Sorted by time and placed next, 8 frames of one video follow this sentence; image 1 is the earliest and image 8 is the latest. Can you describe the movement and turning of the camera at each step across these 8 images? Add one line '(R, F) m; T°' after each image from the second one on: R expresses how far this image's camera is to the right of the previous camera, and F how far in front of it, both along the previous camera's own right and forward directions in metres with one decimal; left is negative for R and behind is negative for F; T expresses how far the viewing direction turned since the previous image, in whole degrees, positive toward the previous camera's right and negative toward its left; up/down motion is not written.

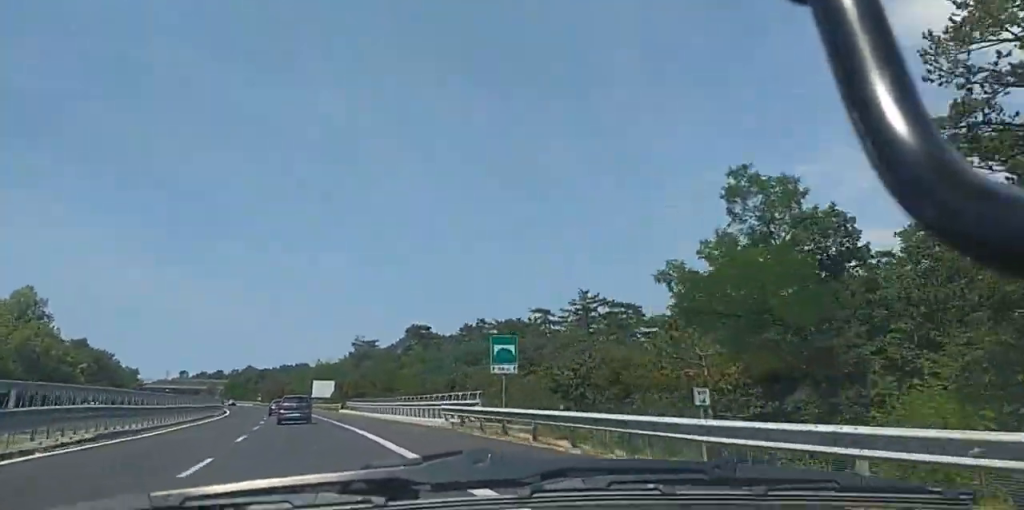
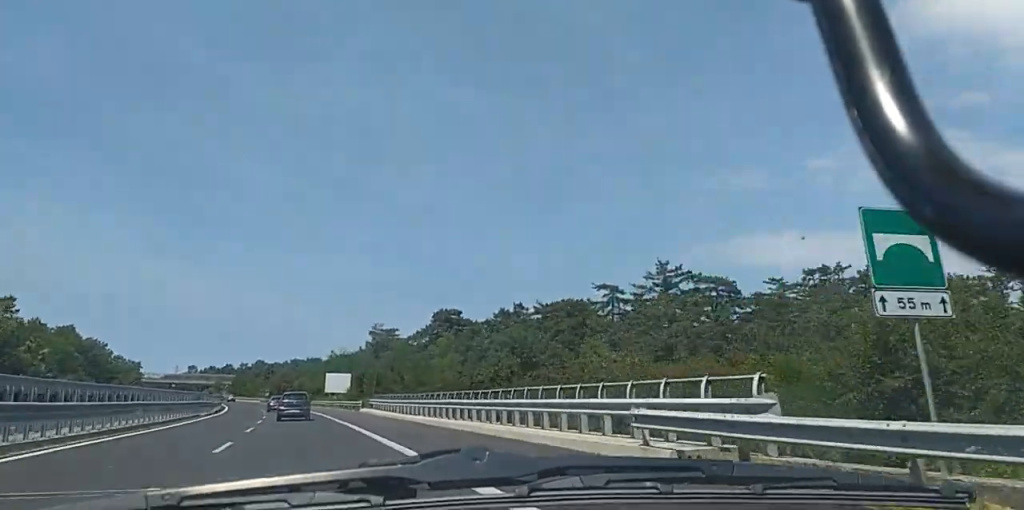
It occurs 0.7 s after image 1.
(-0.1, +19.6) m; -1°
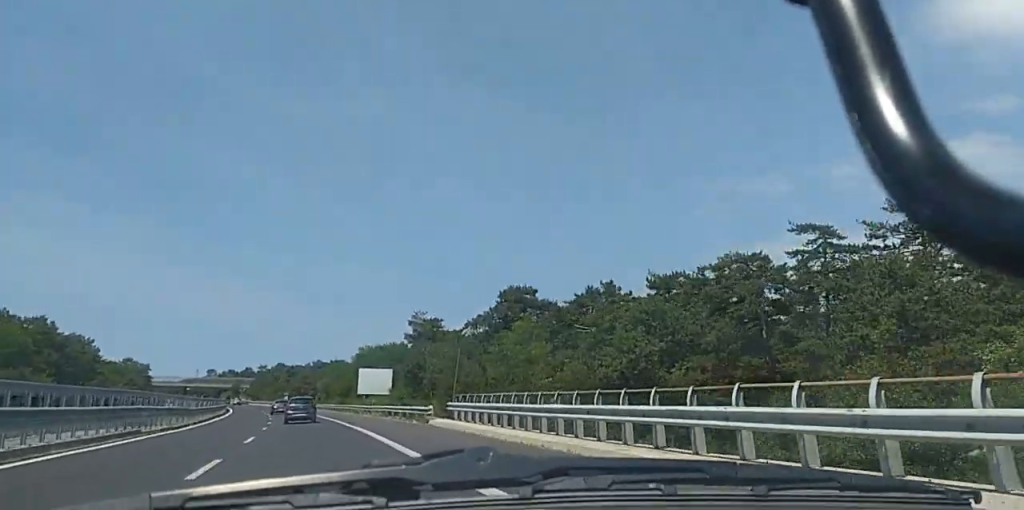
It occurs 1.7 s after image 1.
(-0.6, +30.7) m; -2°
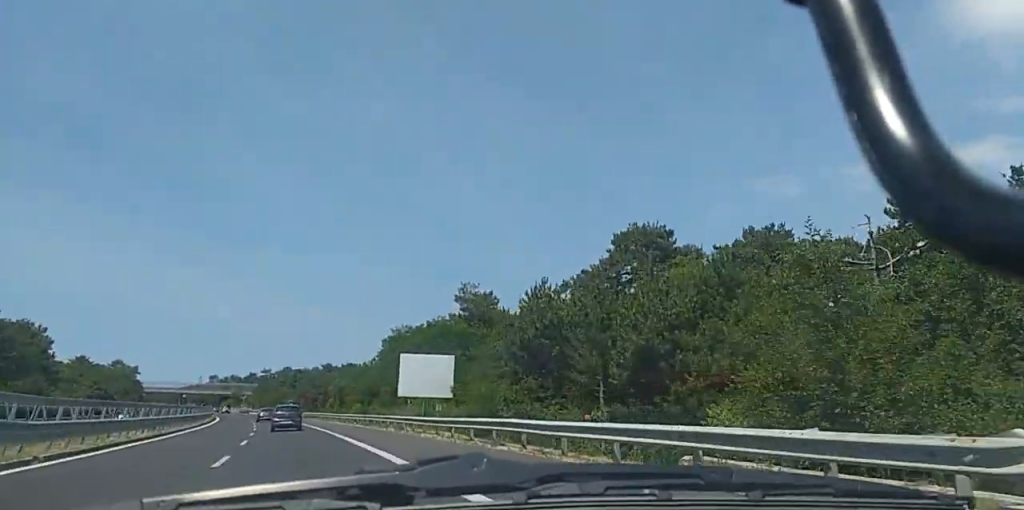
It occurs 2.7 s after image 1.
(-0.4, +30.4) m; -1°
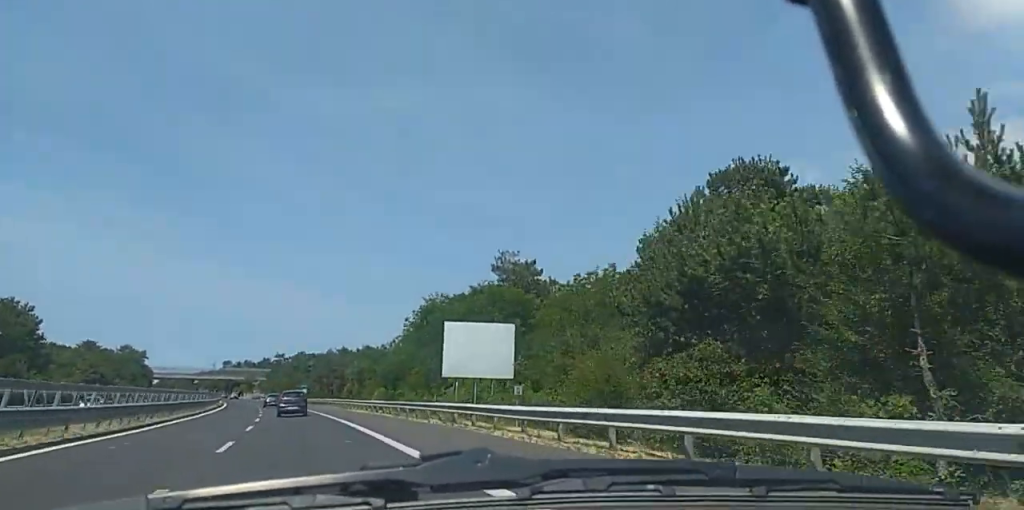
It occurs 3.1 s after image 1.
(0.0, +12.0) m; 0°
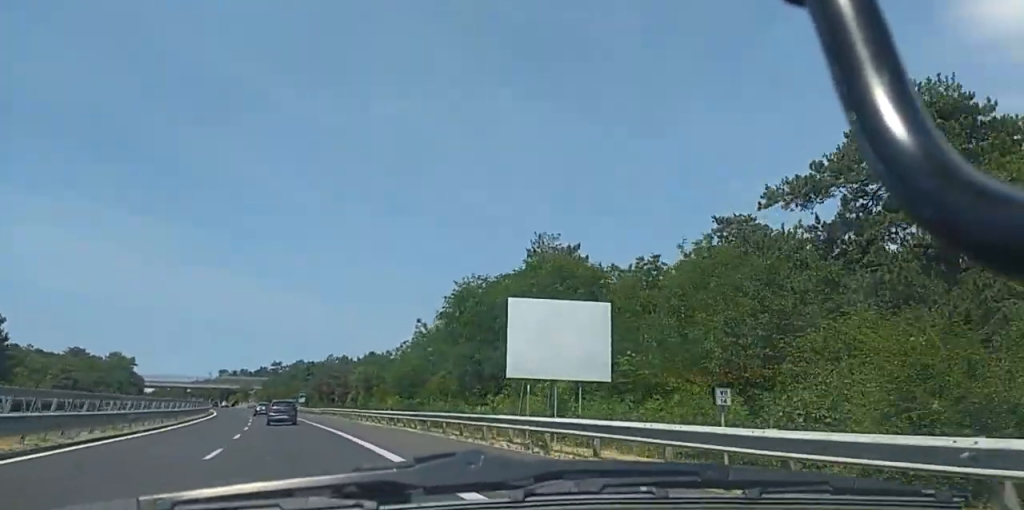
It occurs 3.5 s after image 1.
(0.0, +12.0) m; 0°
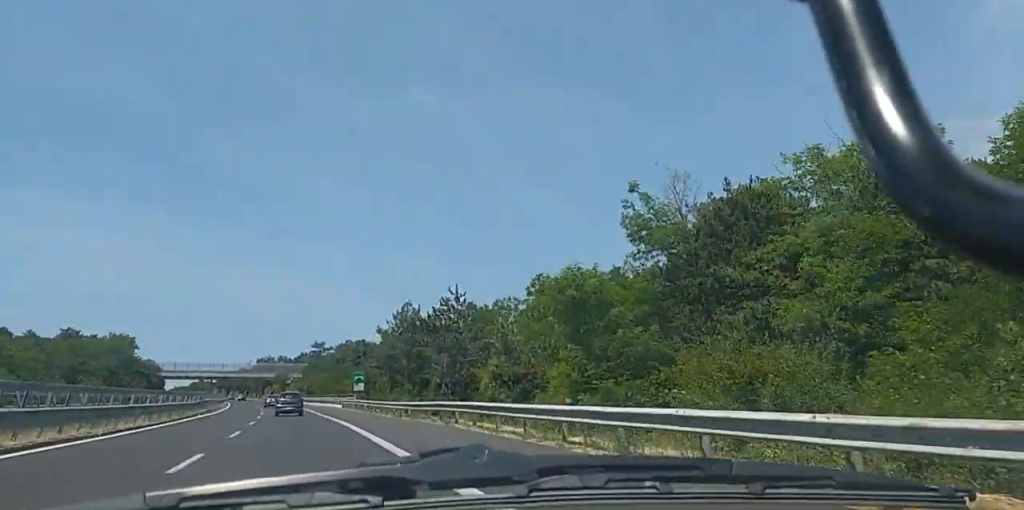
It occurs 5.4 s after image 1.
(-0.9, +52.1) m; -2°
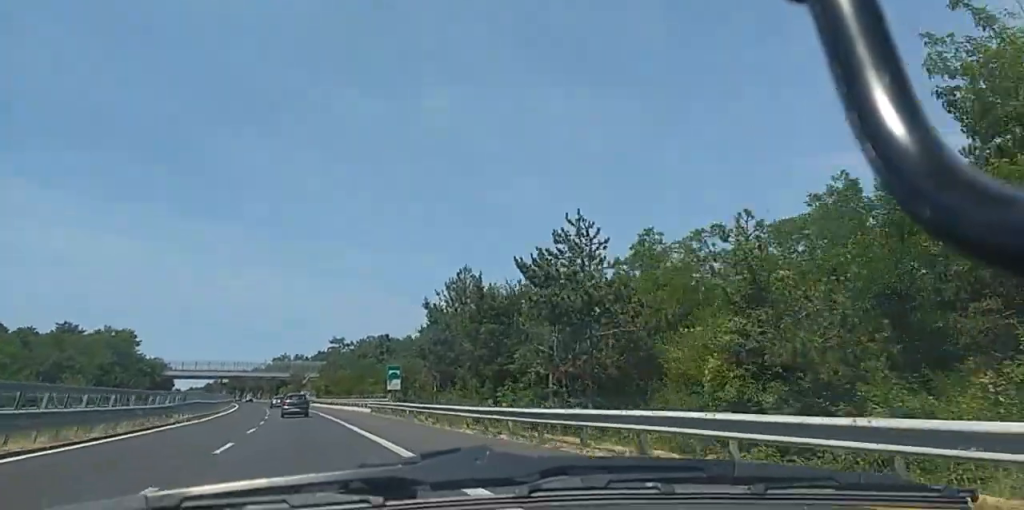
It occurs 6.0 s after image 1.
(0.0, +18.5) m; -1°
